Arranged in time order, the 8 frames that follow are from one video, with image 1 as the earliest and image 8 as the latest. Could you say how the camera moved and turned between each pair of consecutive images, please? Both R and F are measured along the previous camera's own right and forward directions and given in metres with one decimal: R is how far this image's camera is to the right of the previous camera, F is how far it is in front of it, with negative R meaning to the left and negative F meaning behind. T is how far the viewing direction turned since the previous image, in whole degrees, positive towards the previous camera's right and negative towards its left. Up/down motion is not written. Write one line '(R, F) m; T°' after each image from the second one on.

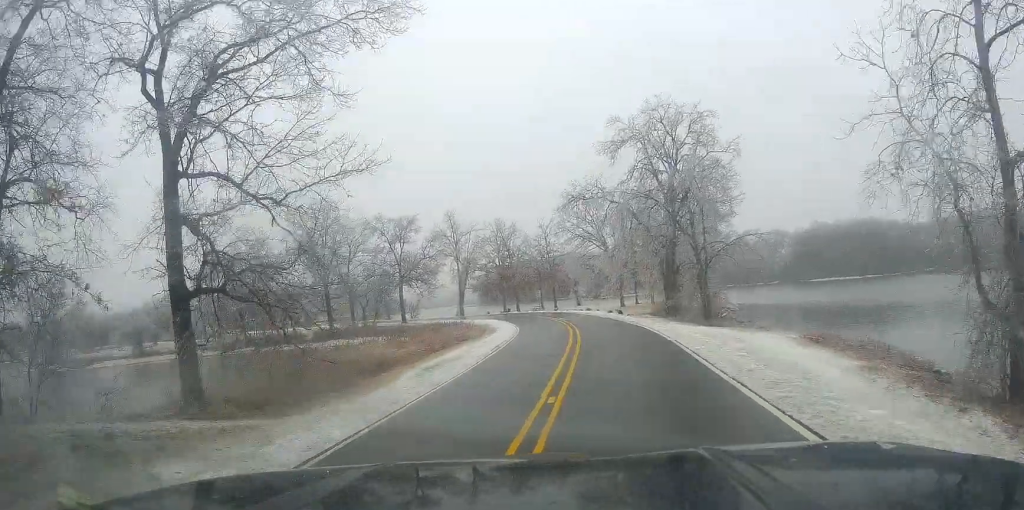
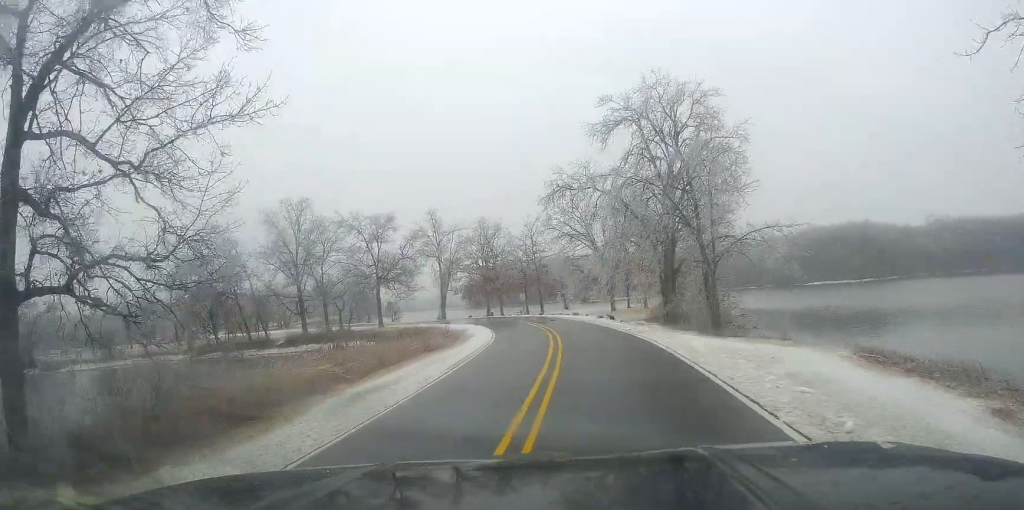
(0.0, +6.0) m; +3°
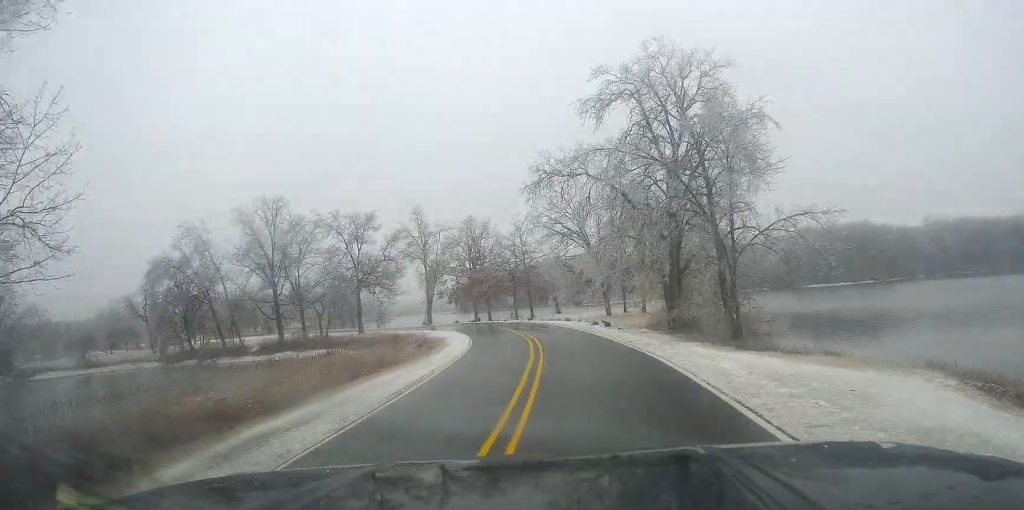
(+0.2, +5.8) m; 0°
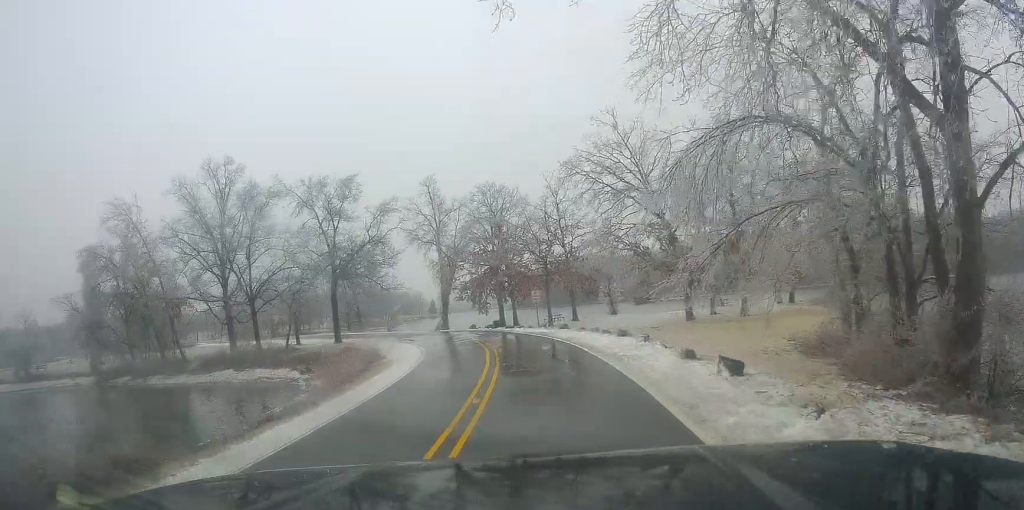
(-2.4, +25.5) m; -9°
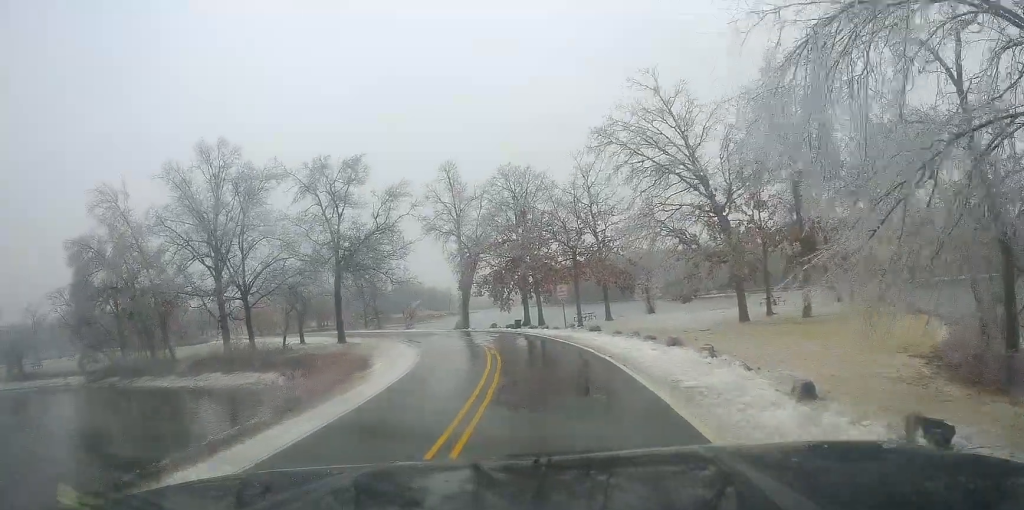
(-0.2, +7.0) m; -6°
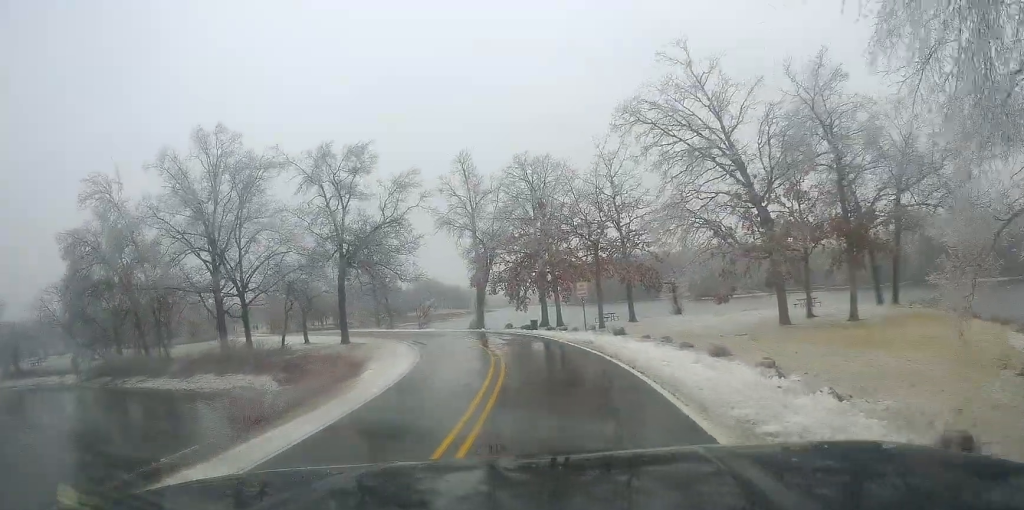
(-0.1, +4.0) m; -5°
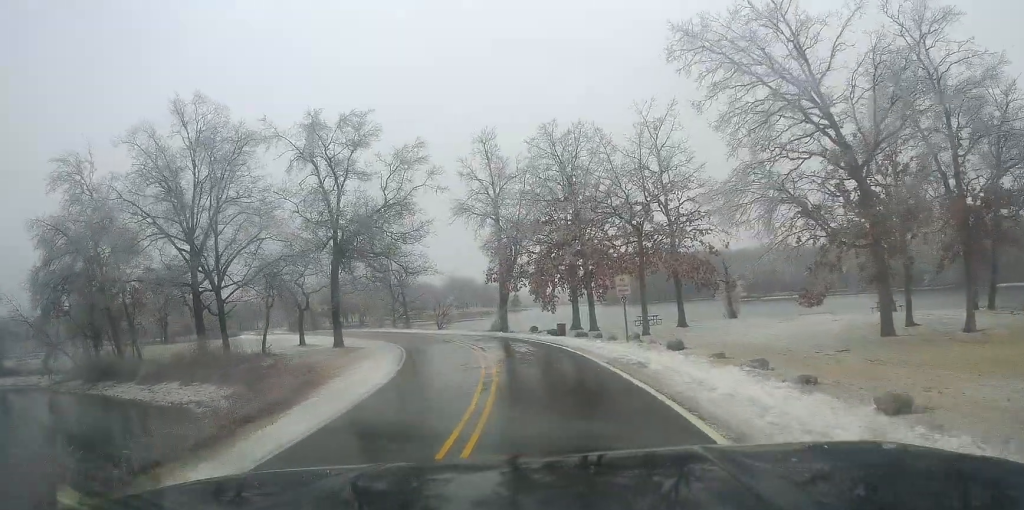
(-0.8, +8.5) m; -4°
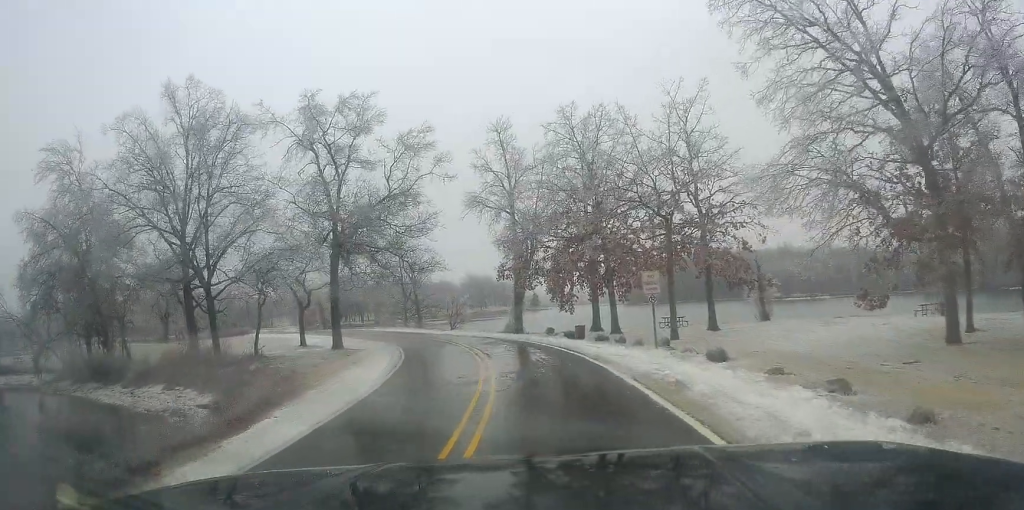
(0.0, +3.6) m; -1°
